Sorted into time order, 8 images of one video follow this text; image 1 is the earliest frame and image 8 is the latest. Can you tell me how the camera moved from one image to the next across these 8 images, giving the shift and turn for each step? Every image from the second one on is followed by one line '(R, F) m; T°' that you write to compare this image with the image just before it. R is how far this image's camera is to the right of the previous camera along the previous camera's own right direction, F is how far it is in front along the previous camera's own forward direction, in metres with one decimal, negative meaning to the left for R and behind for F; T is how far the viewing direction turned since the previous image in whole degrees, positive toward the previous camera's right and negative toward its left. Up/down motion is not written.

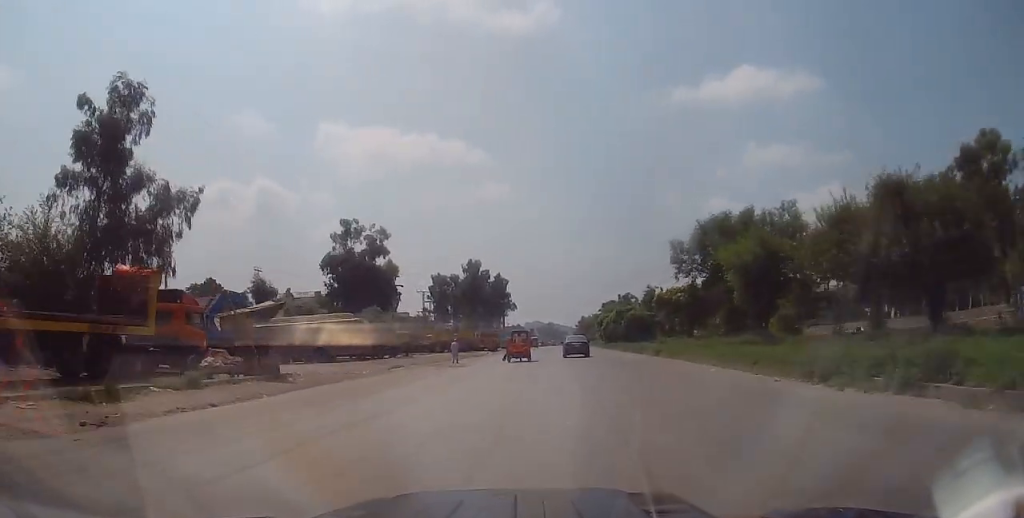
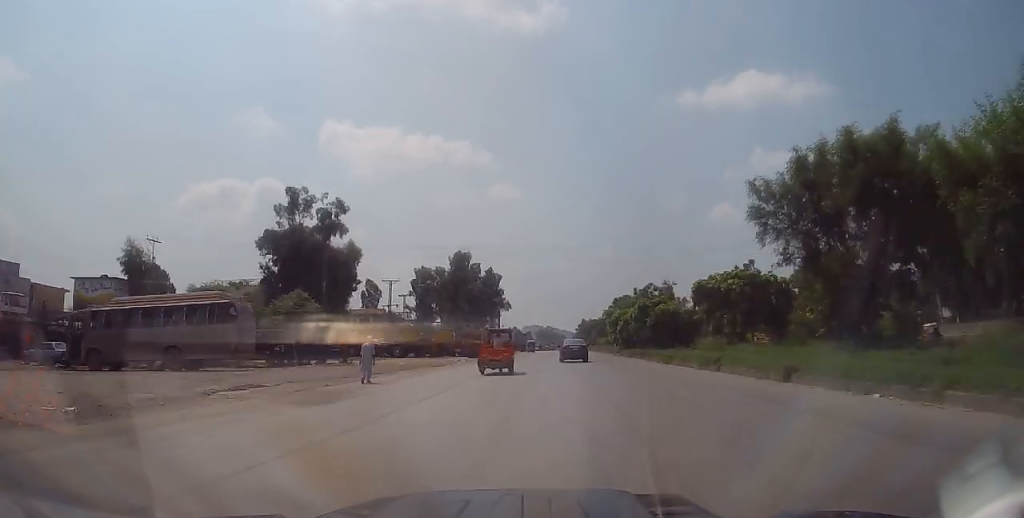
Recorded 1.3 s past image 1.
(+0.6, +19.5) m; +2°
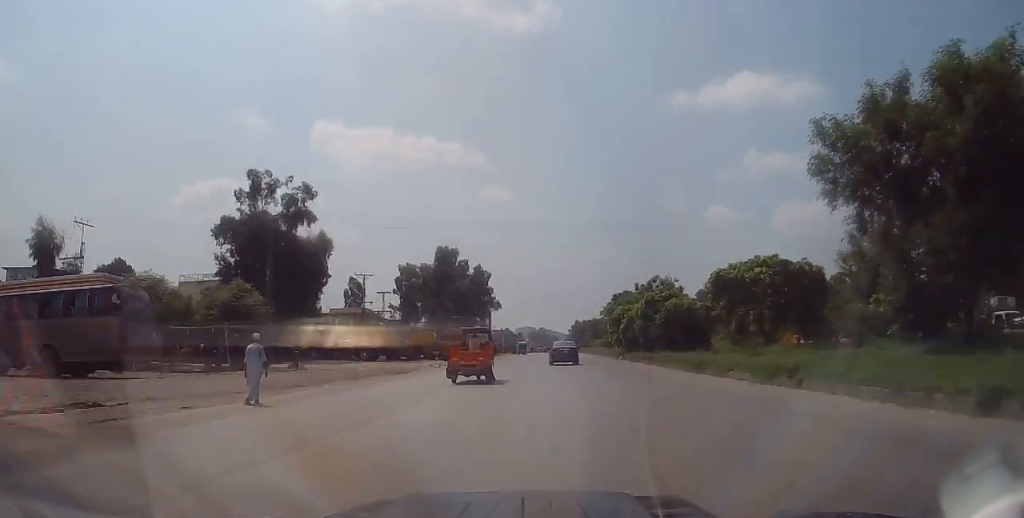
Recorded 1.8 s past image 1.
(0.0, +8.0) m; 0°
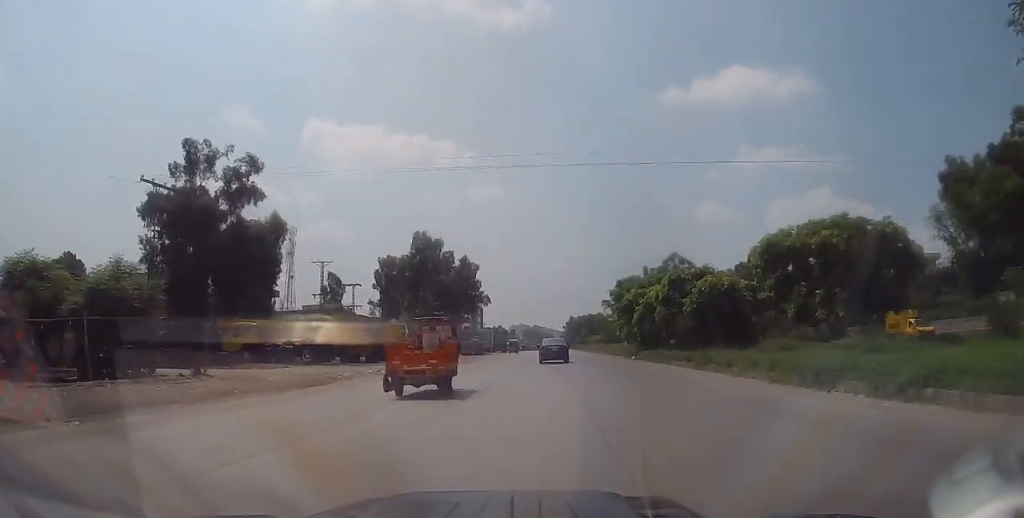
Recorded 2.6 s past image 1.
(0.0, +11.2) m; -1°
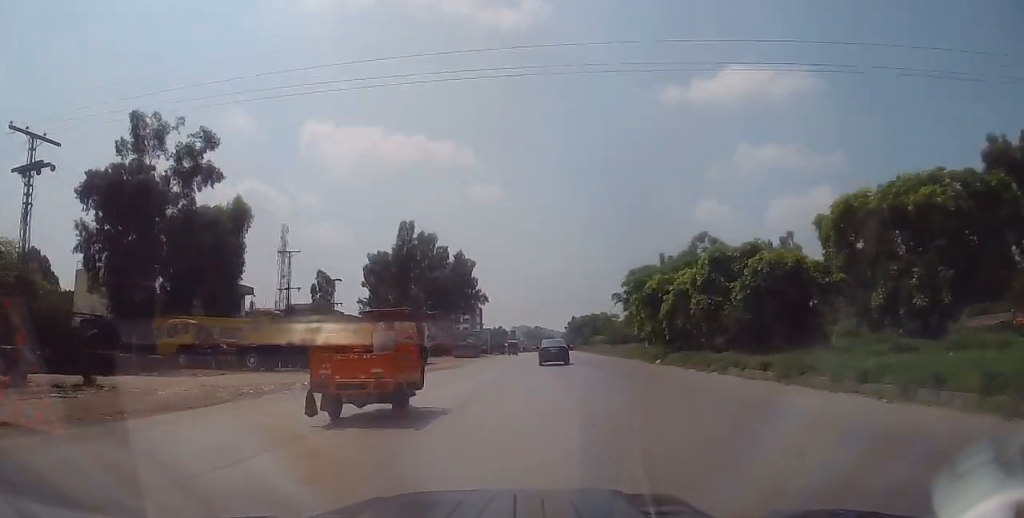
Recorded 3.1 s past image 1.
(0.0, +8.2) m; -1°
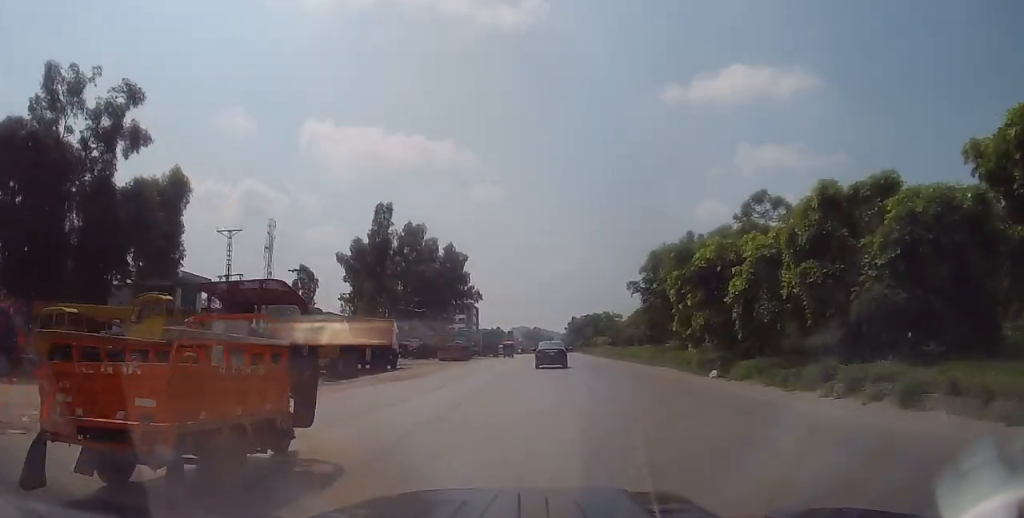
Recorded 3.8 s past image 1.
(-0.2, +10.3) m; 0°
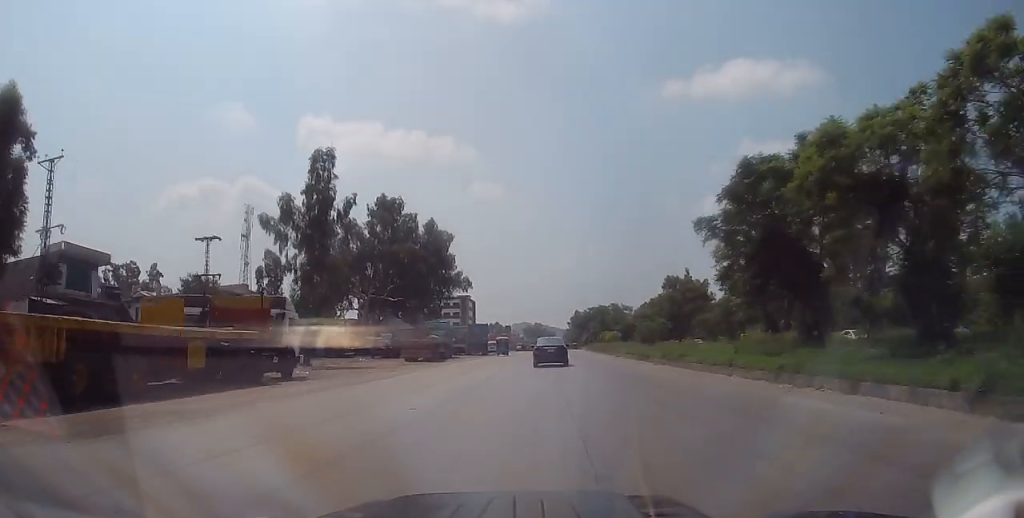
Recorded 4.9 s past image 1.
(+0.1, +17.7) m; 0°
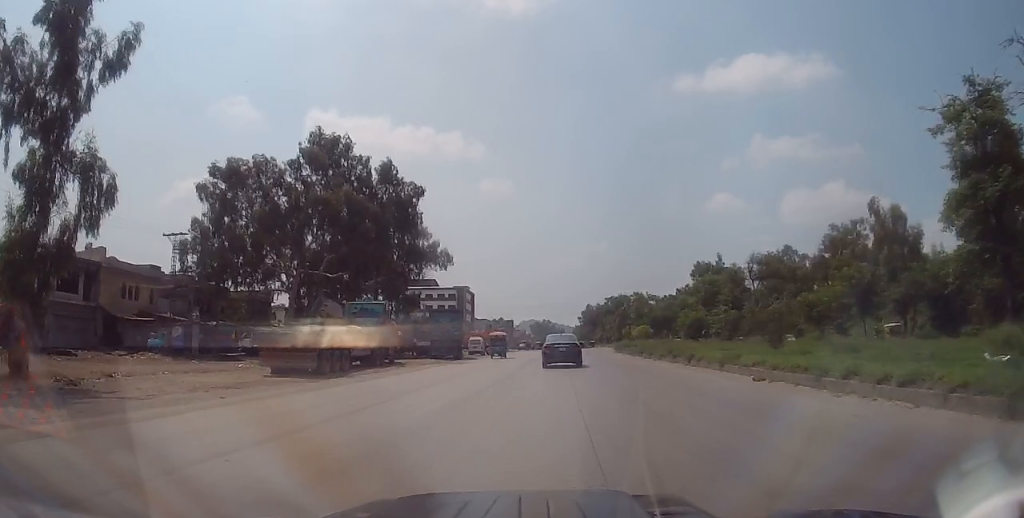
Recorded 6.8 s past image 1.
(+0.1, +28.1) m; 0°
